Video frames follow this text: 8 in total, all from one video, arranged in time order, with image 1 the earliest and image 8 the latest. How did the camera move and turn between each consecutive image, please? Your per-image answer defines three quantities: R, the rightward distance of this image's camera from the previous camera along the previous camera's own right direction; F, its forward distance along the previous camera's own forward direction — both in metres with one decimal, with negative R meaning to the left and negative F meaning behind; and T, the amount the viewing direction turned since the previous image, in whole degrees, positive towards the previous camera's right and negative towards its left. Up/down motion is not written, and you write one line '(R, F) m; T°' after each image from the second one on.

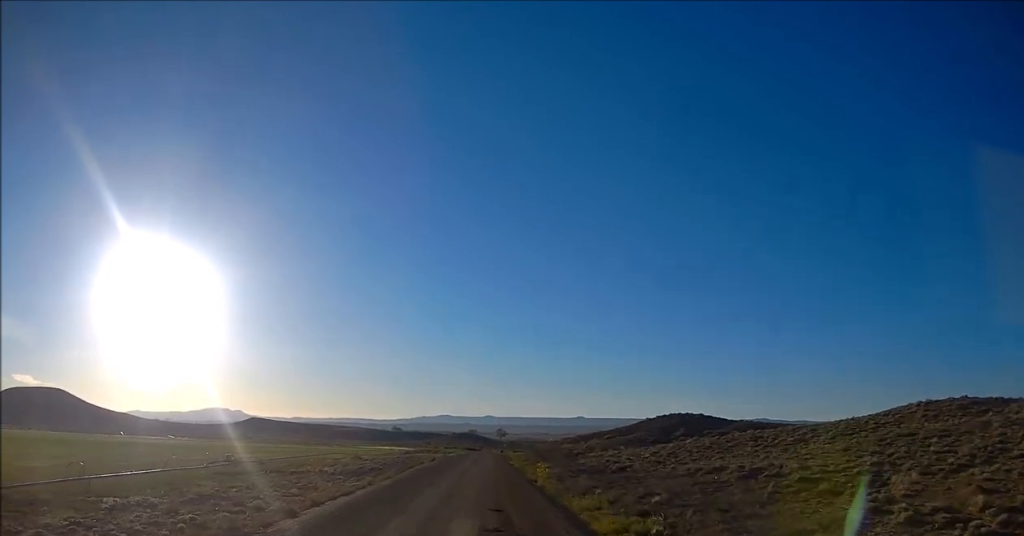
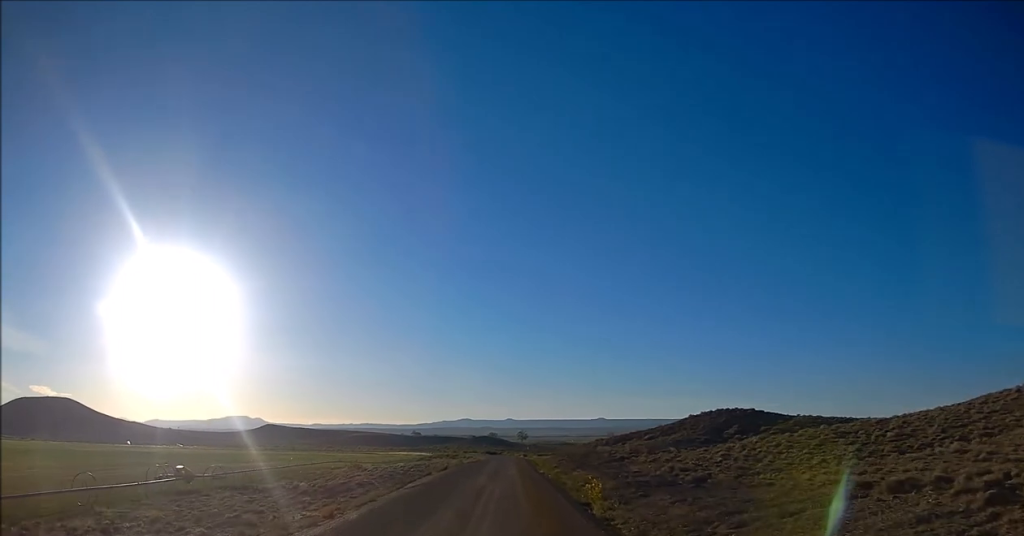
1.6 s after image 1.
(-0.2, +13.3) m; -1°
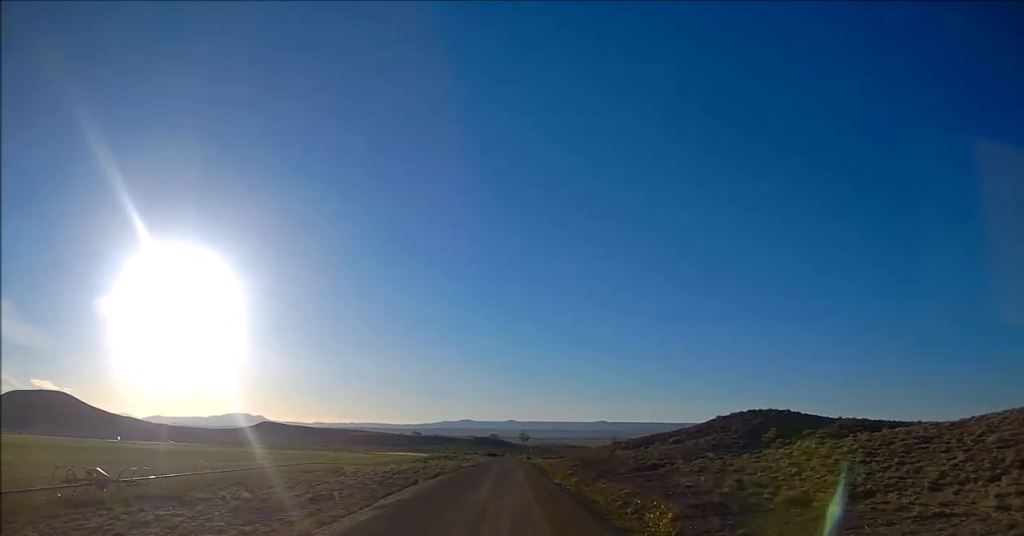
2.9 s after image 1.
(0.0, +11.4) m; +1°
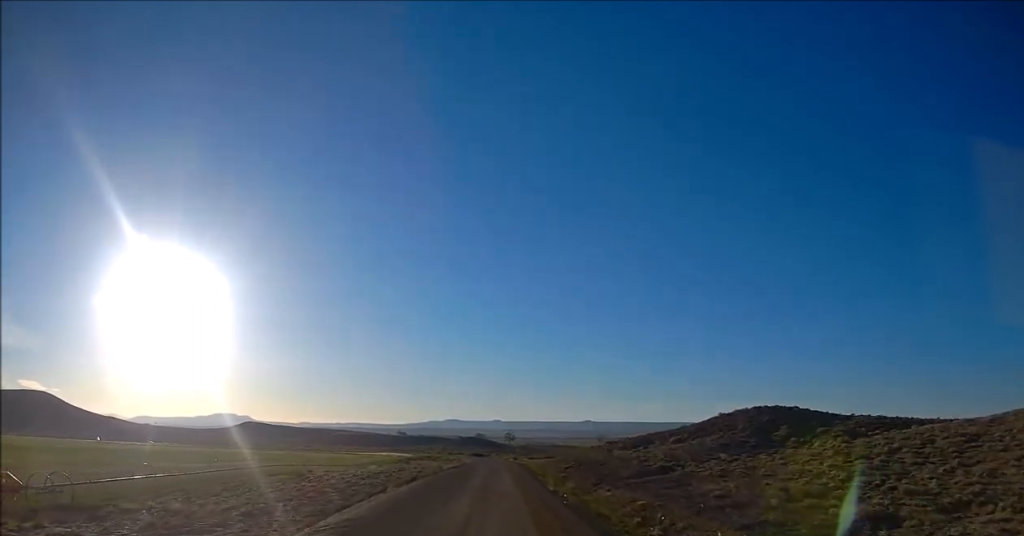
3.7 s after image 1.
(0.0, +6.5) m; +1°
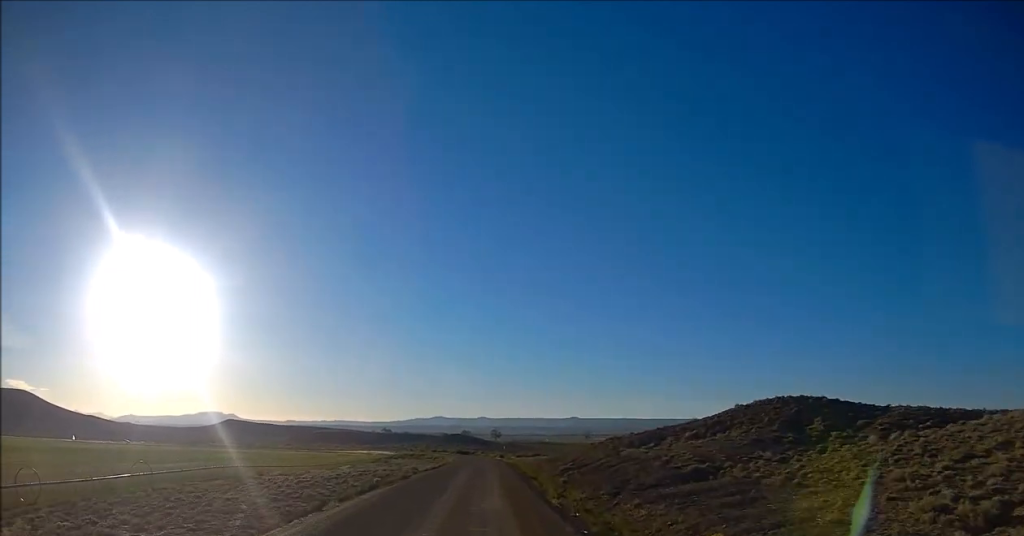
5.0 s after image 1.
(+0.1, +9.9) m; +1°
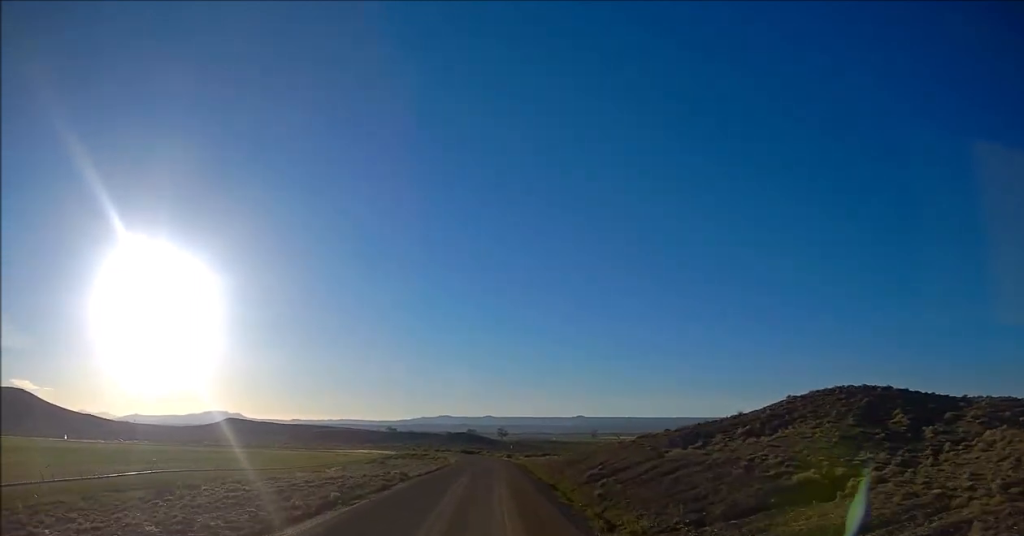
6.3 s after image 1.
(+0.1, +11.0) m; 0°
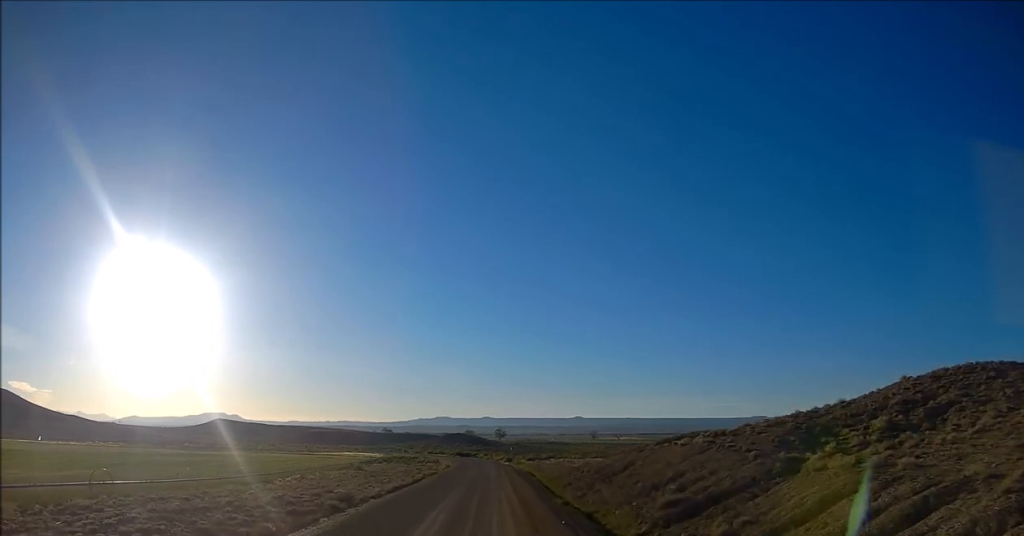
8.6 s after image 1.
(-0.3, +18.2) m; -2°
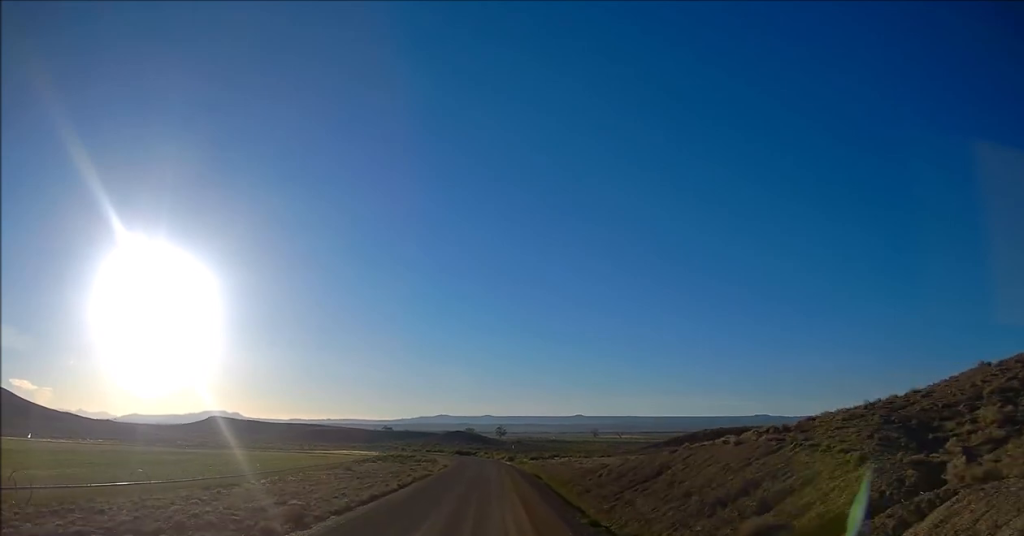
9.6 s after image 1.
(-0.1, +7.4) m; +1°
